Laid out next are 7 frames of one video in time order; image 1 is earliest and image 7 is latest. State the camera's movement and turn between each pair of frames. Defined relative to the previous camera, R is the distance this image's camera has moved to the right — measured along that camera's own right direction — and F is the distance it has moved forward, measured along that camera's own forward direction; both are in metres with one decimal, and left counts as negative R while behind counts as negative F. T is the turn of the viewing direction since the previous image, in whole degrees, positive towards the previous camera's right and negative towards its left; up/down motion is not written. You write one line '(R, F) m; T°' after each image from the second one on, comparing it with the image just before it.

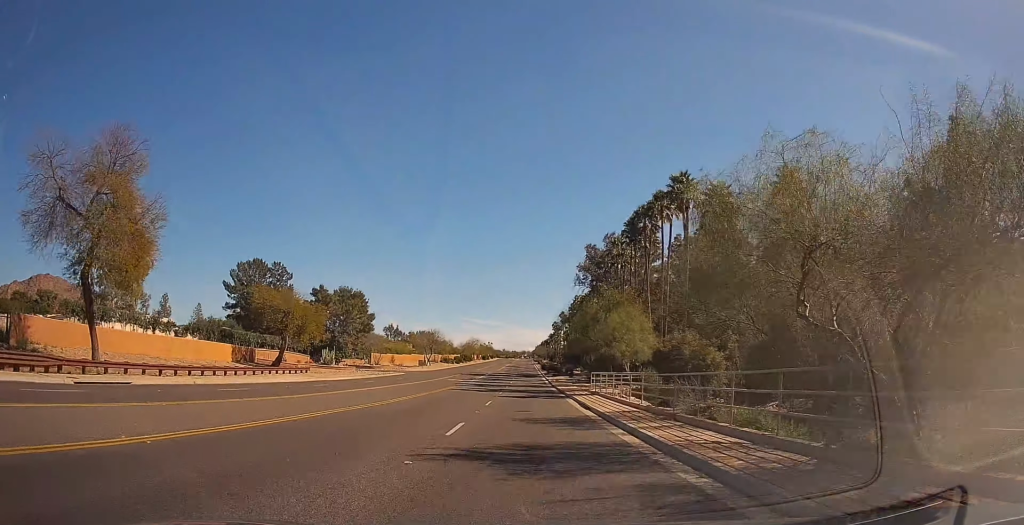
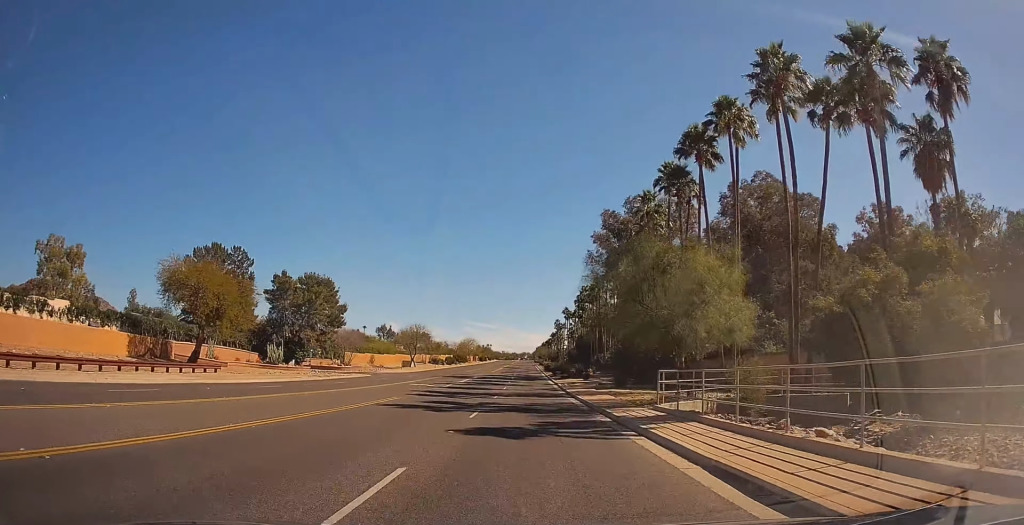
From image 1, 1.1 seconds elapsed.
(+0.2, +19.6) m; +1°
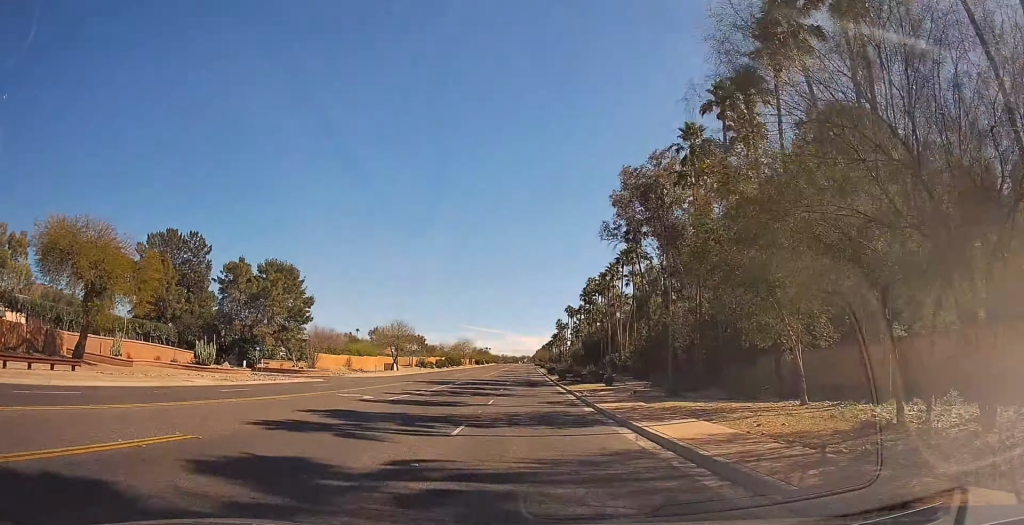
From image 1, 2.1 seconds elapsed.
(0.0, +16.0) m; 0°
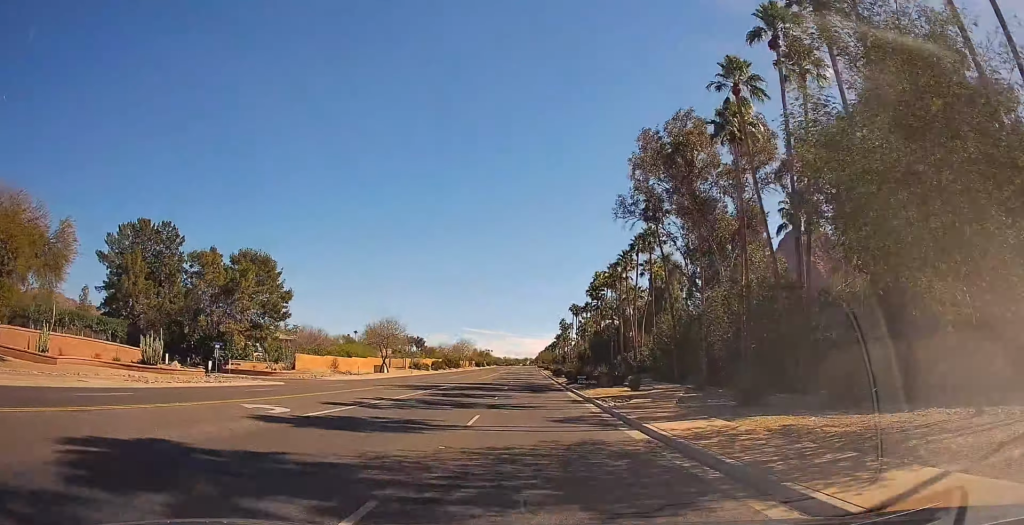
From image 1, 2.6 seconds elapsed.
(0.0, +9.1) m; -1°
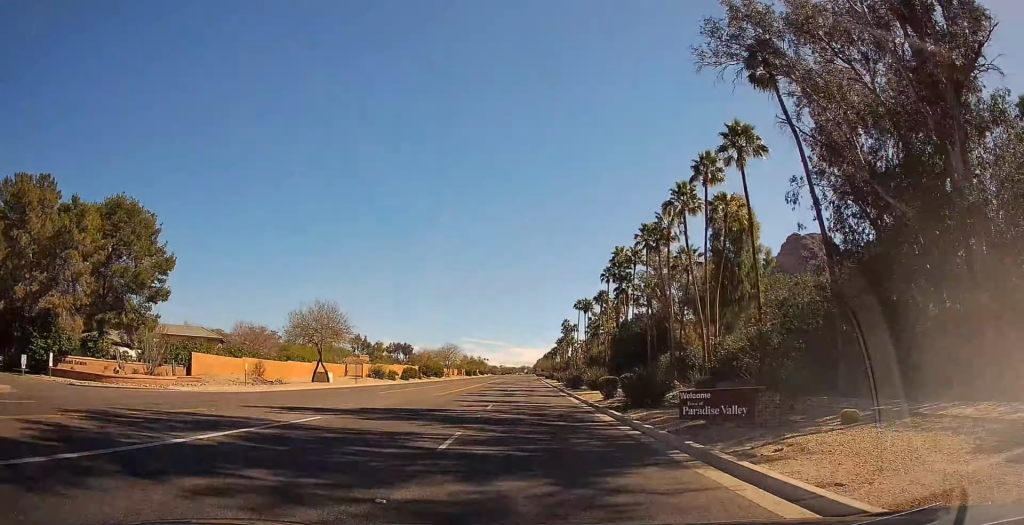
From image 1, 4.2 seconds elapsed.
(-0.7, +28.1) m; 0°
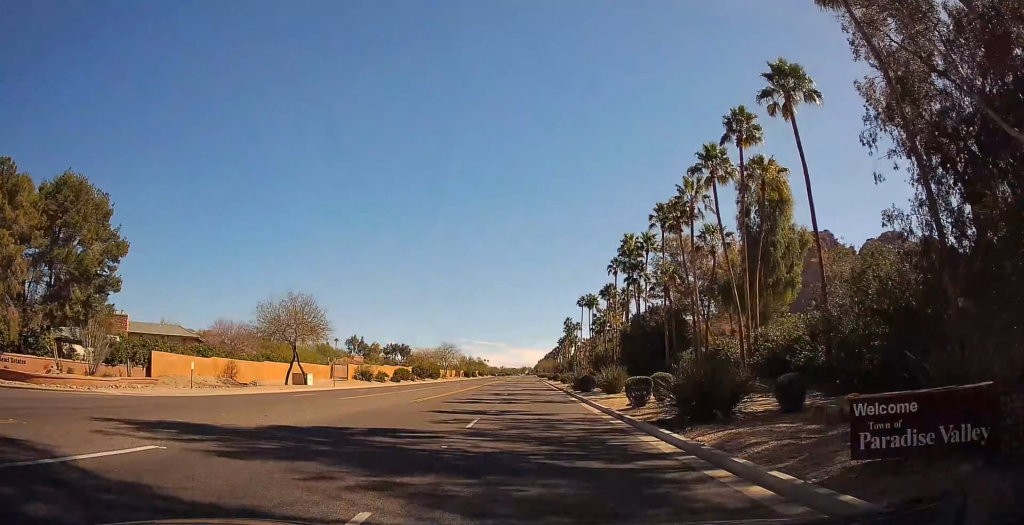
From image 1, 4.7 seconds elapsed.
(+0.4, +7.5) m; +1°
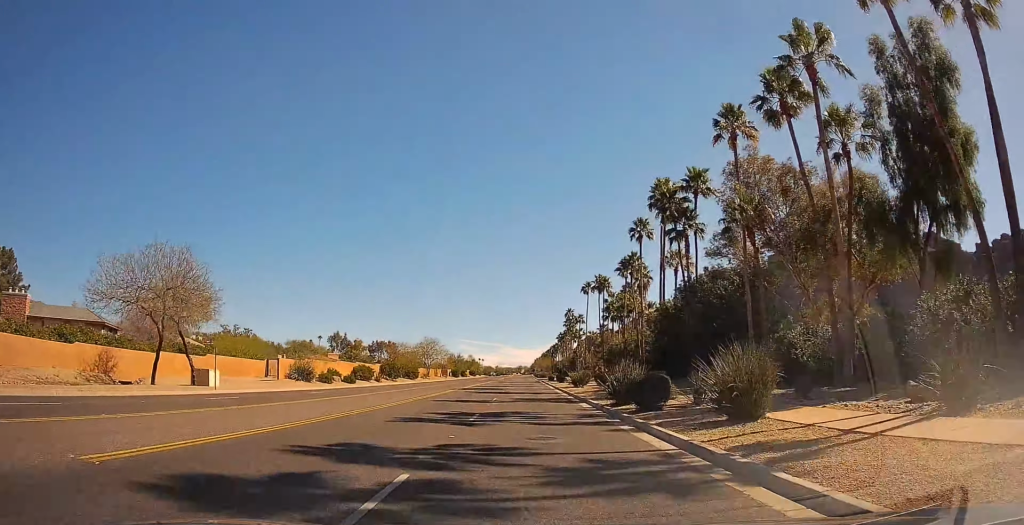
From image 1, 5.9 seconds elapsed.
(+0.4, +21.6) m; 0°
